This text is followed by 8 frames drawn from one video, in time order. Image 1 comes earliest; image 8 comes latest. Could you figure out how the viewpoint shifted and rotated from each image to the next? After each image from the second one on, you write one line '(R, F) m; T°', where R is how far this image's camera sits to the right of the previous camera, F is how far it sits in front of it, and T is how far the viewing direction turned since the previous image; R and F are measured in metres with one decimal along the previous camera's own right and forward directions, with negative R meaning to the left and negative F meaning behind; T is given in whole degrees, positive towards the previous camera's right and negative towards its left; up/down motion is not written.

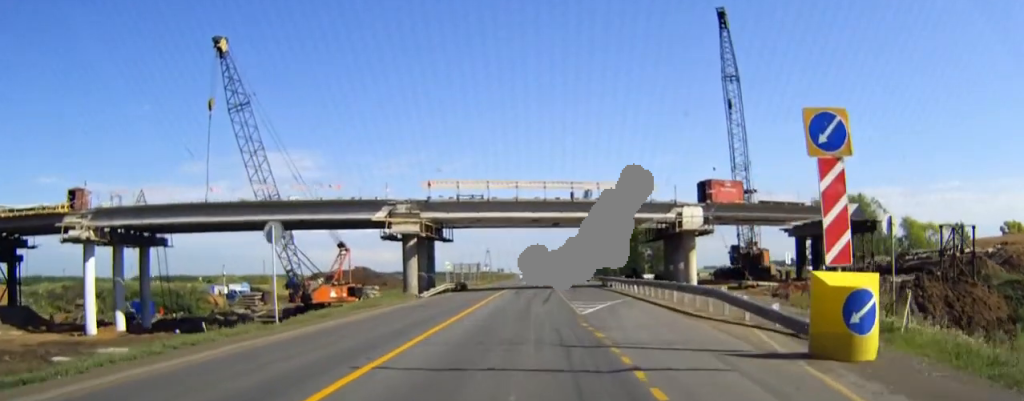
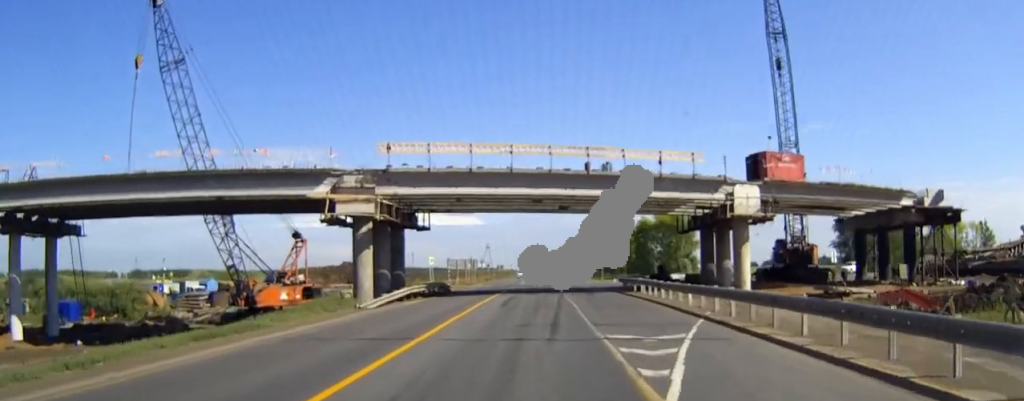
(0.0, +14.5) m; 0°
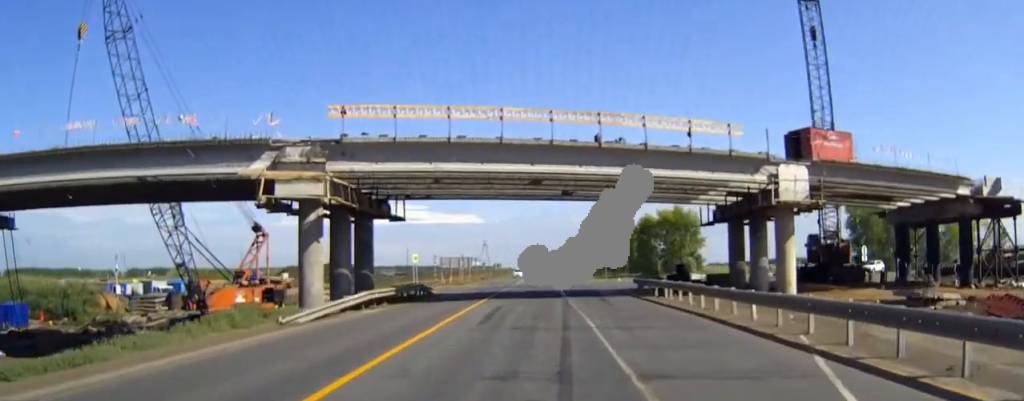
(0.0, +8.3) m; 0°
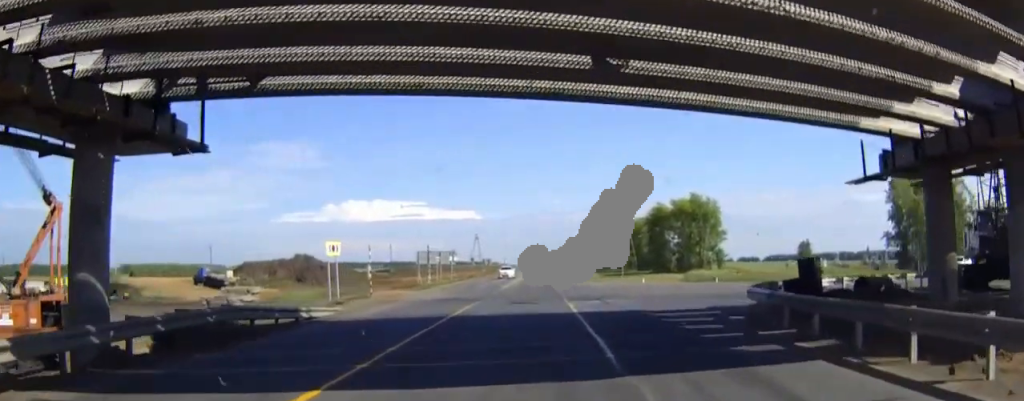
(0.0, +24.1) m; 0°
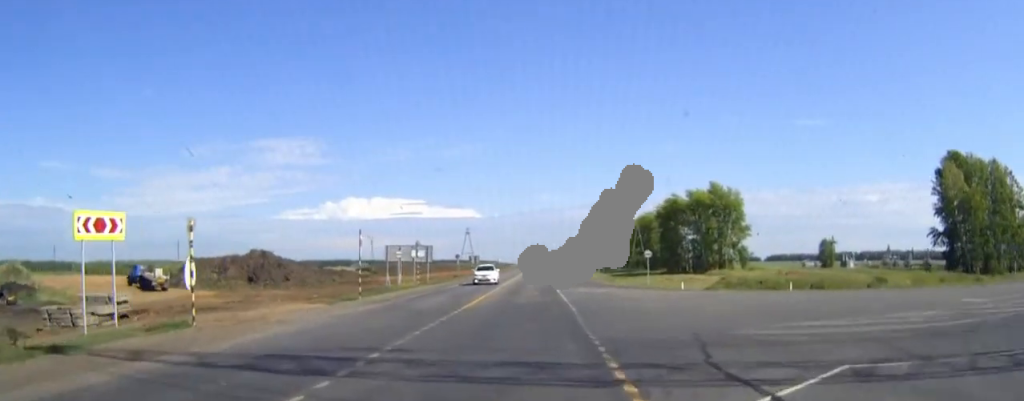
(+0.1, +21.2) m; +1°
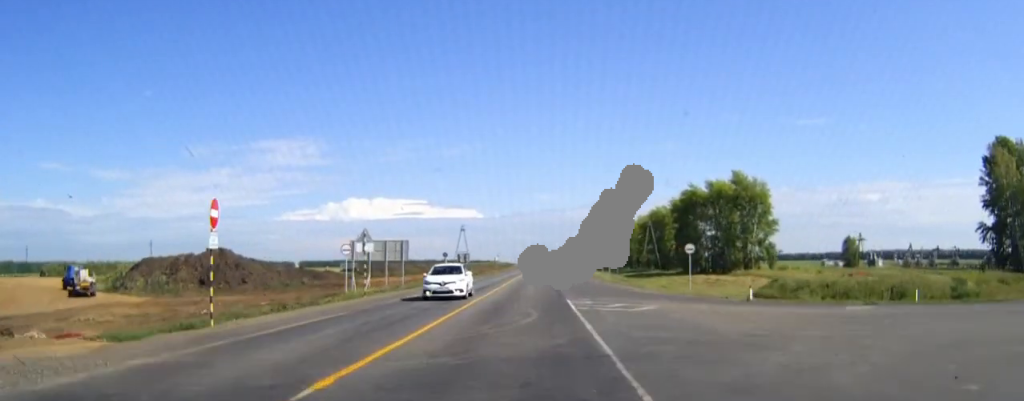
(0.0, +17.1) m; 0°
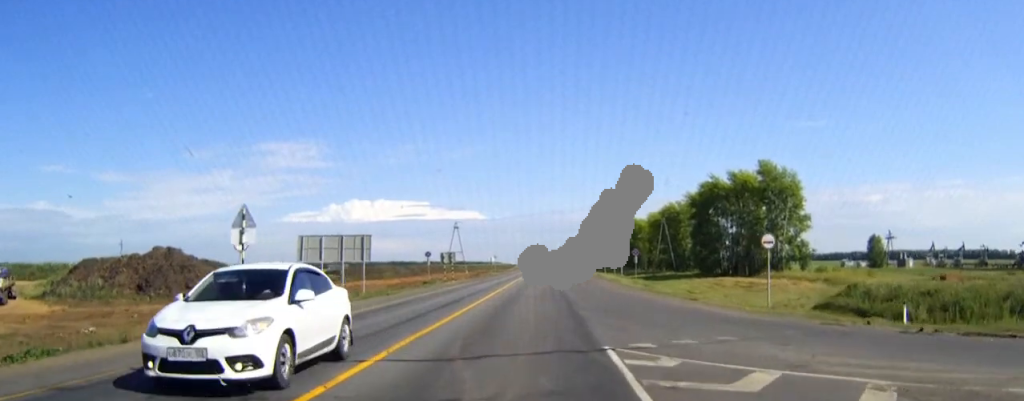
(-0.1, +16.2) m; 0°
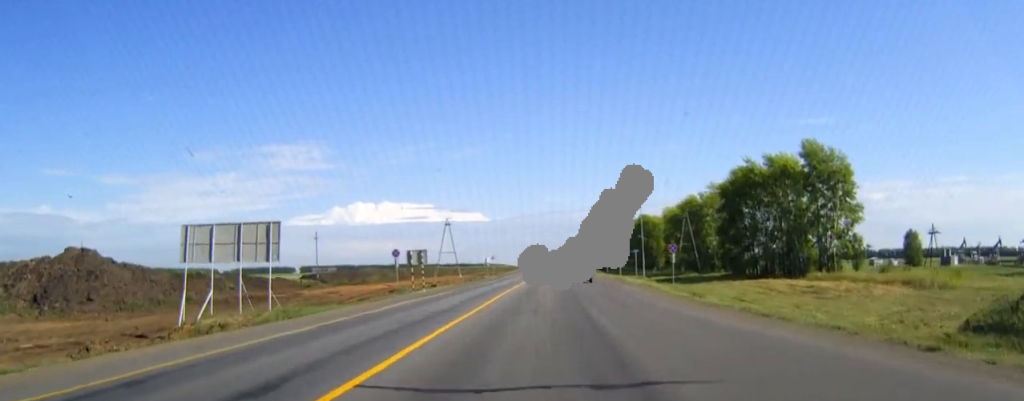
(+0.1, +20.0) m; 0°
